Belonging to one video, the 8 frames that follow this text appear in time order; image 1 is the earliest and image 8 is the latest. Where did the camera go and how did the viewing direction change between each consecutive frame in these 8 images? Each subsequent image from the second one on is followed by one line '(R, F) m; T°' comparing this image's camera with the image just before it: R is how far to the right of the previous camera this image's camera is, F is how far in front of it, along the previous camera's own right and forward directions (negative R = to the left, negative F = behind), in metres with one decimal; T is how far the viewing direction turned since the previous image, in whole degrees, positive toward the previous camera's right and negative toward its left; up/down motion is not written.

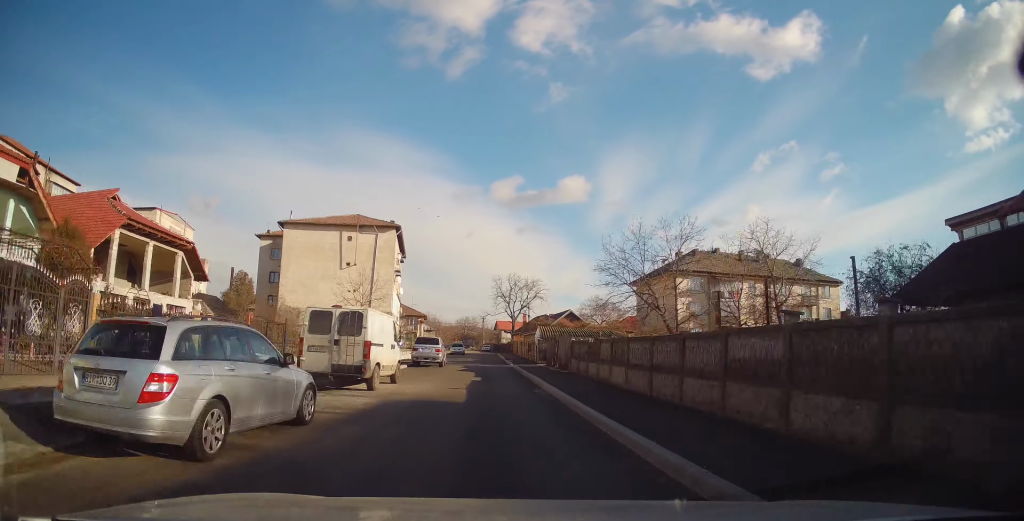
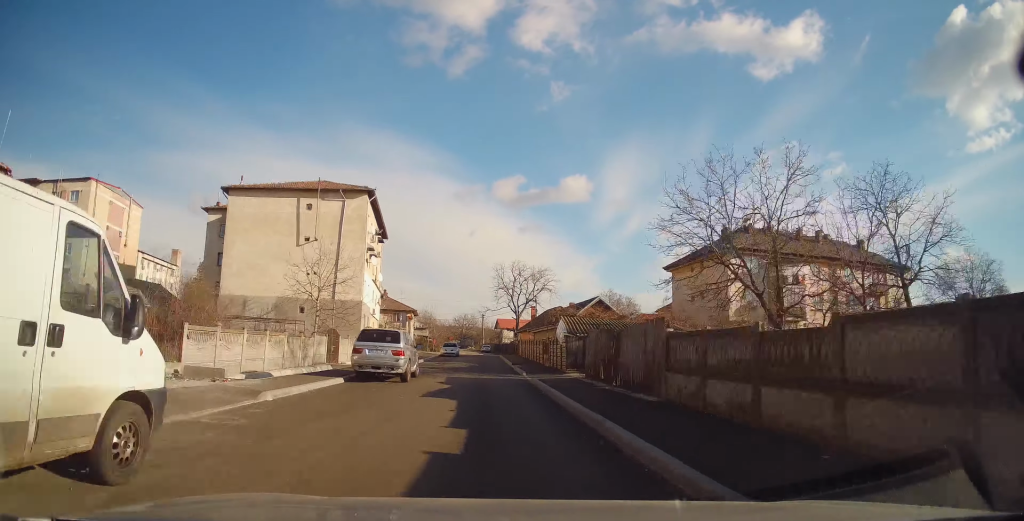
(-0.9, +13.3) m; -1°
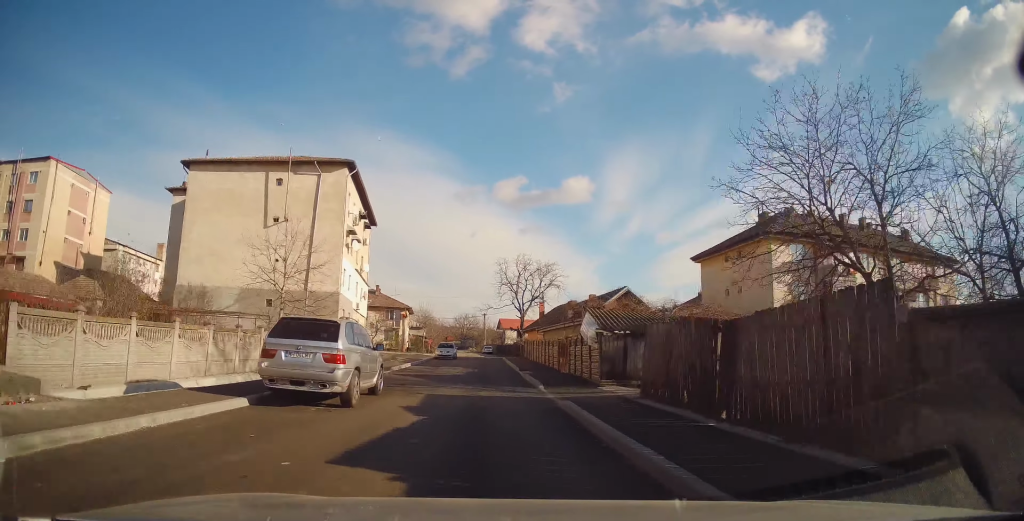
(+0.2, +7.1) m; +1°
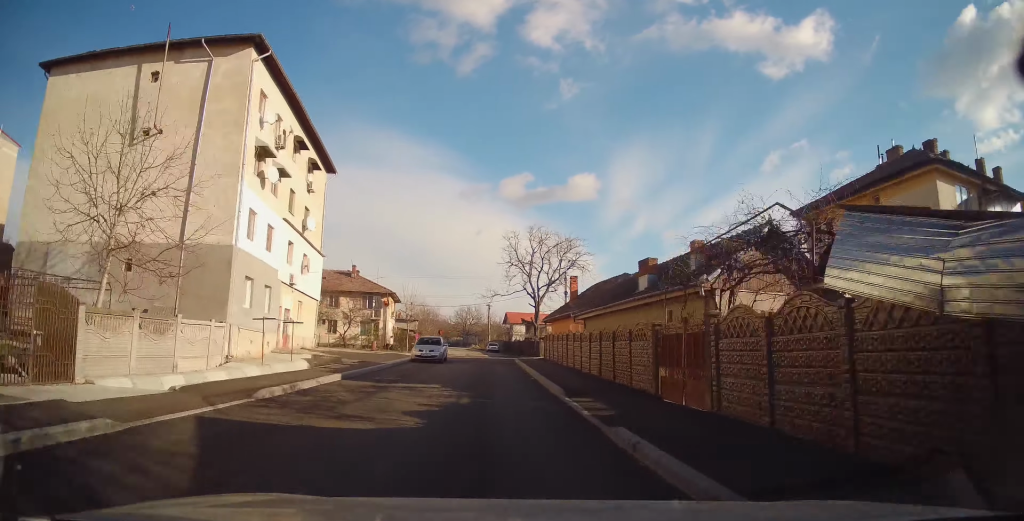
(+0.5, +16.0) m; 0°
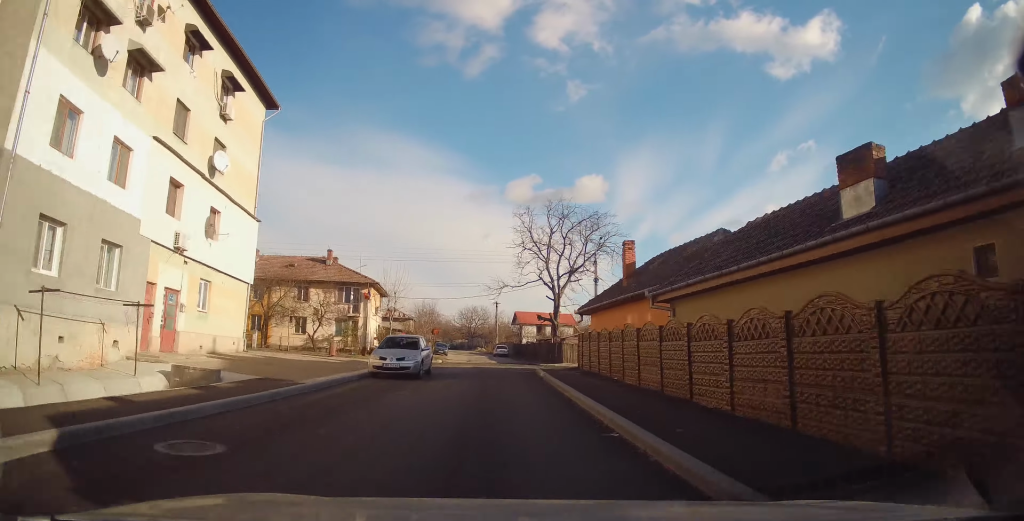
(-0.3, +11.7) m; -2°
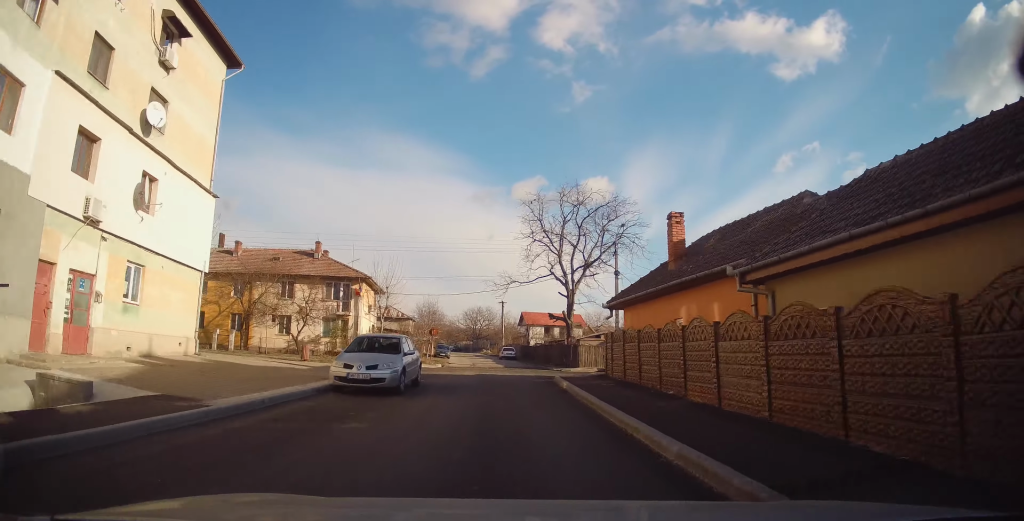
(-0.1, +4.6) m; -1°
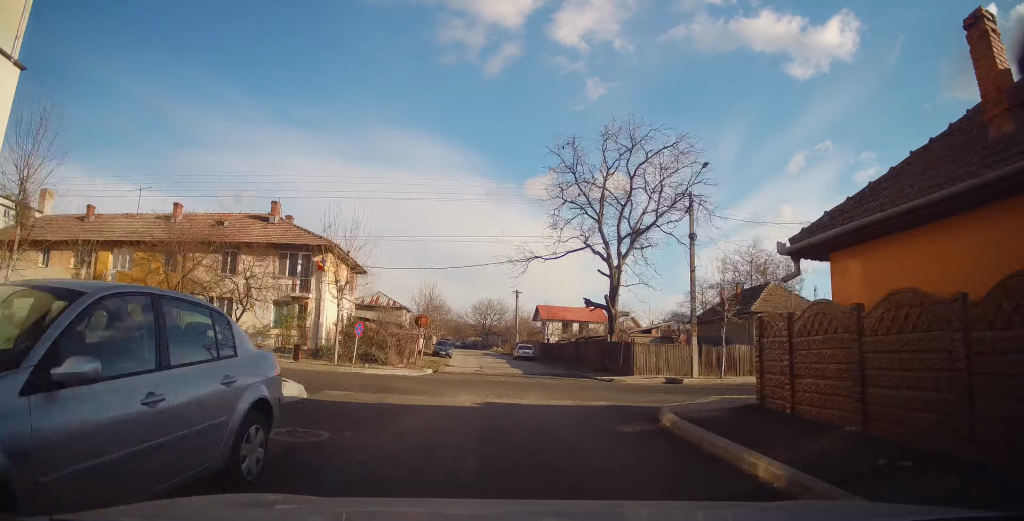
(+0.2, +10.8) m; +1°
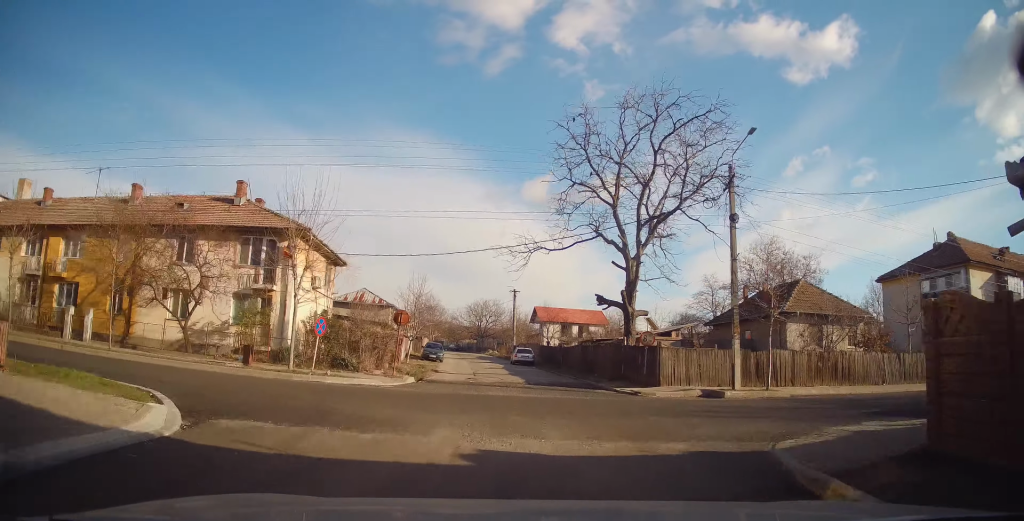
(+0.1, +5.0) m; -1°
